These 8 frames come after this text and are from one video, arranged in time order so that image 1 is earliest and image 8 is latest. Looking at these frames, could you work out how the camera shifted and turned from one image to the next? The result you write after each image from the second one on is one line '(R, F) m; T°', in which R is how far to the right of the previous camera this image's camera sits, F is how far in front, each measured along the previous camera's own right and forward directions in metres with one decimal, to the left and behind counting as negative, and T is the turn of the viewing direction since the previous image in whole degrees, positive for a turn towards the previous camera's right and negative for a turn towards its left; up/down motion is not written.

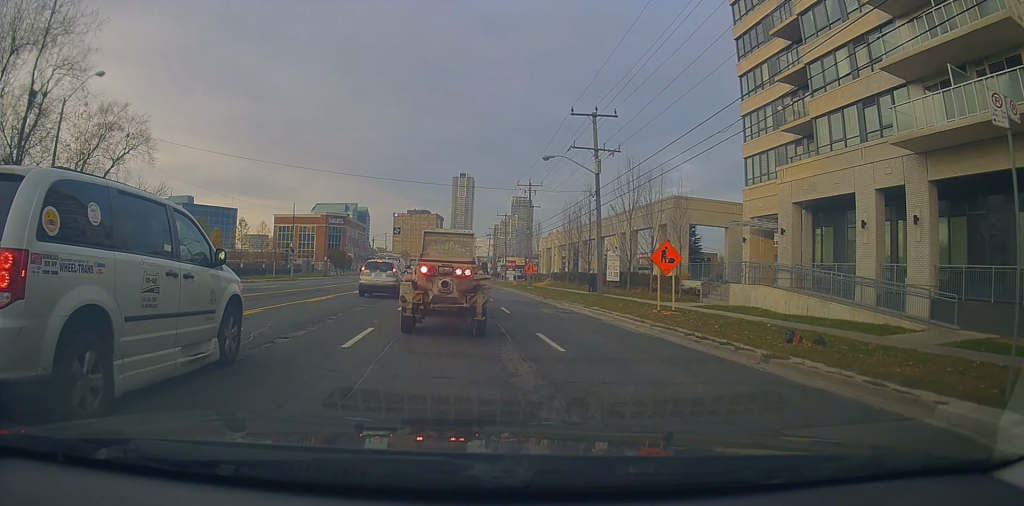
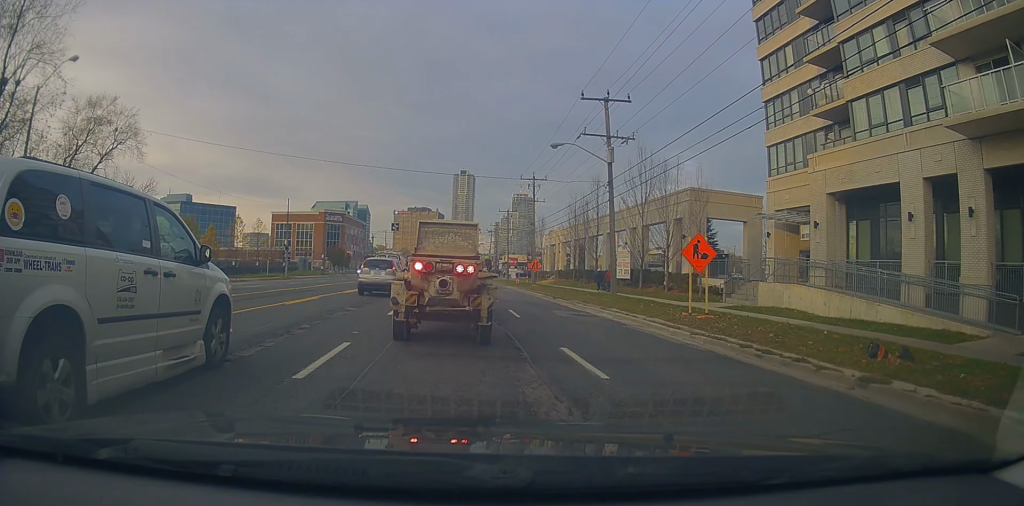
(-0.1, +3.4) m; +2°
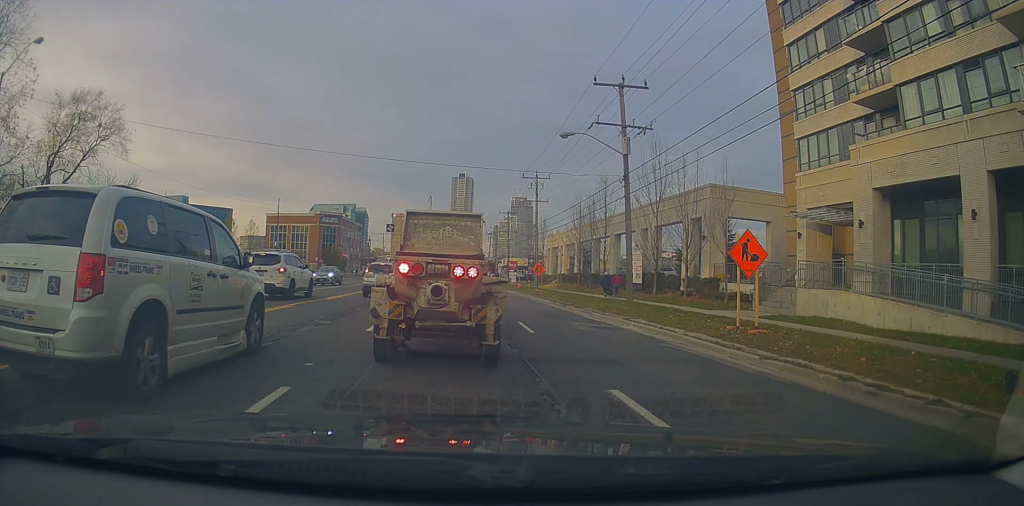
(+0.4, +5.1) m; +2°
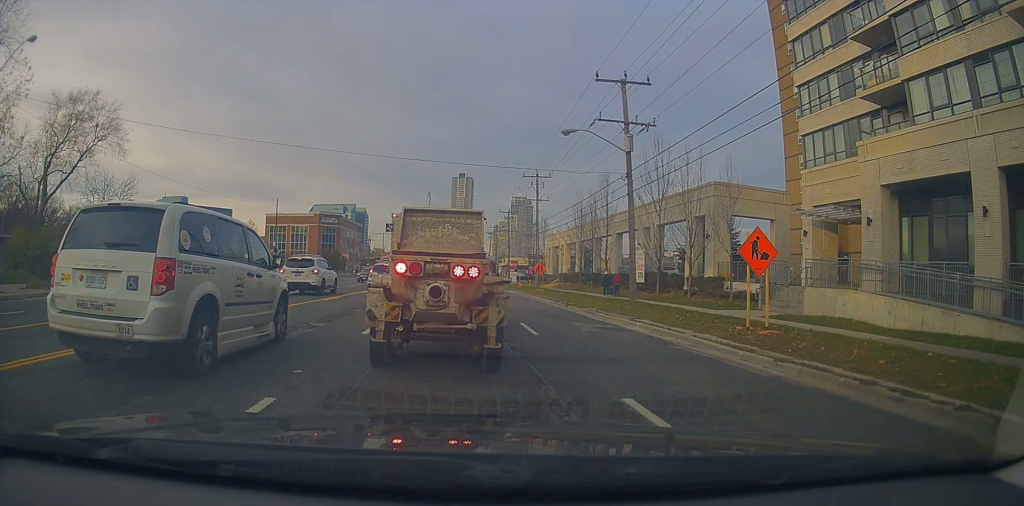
(-0.1, +1.1) m; 0°
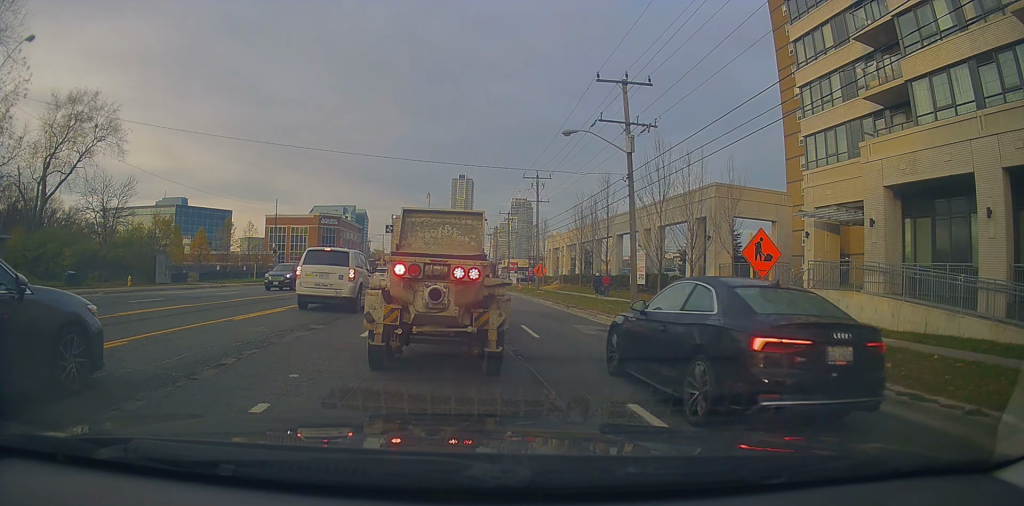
(+0.6, +0.9) m; 0°
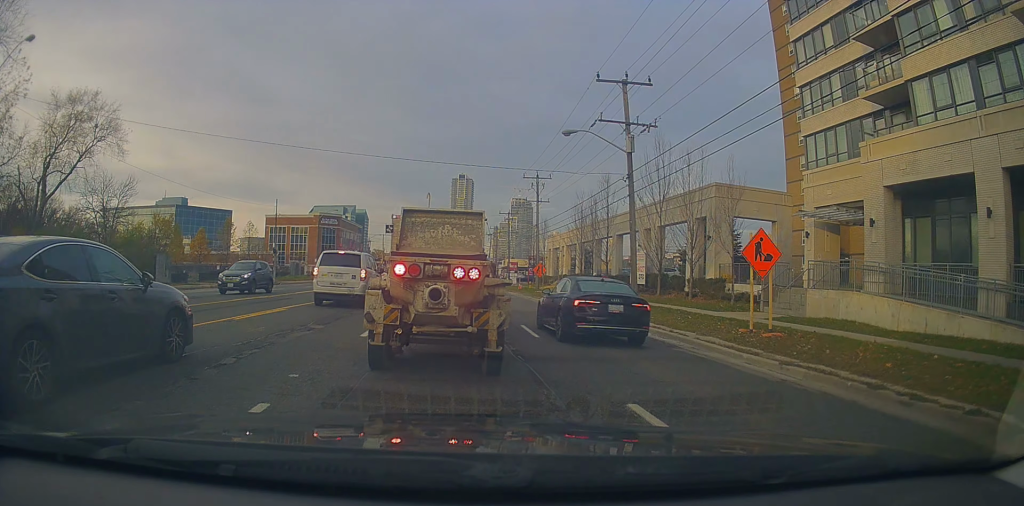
(0.0, 0.0) m; 0°
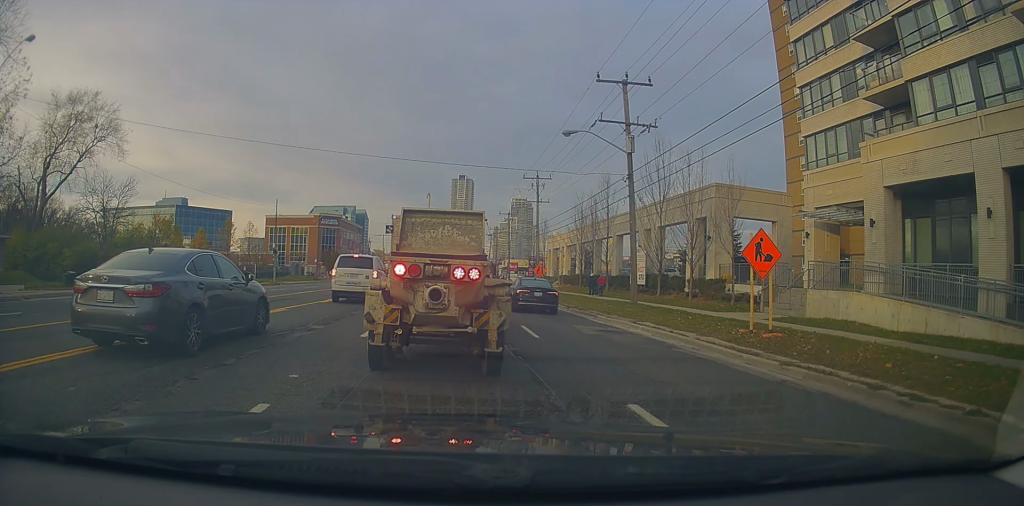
(0.0, 0.0) m; 0°
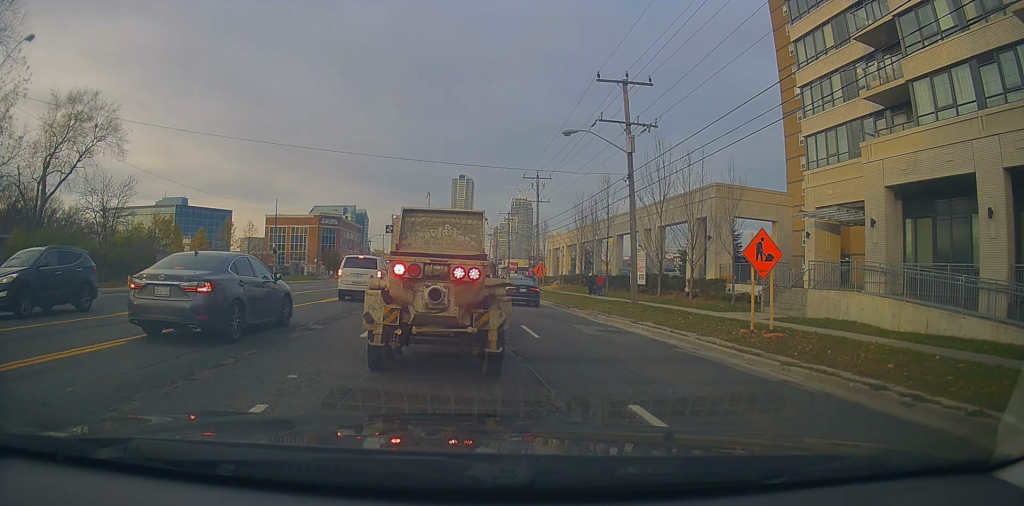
(0.0, 0.0) m; 0°
